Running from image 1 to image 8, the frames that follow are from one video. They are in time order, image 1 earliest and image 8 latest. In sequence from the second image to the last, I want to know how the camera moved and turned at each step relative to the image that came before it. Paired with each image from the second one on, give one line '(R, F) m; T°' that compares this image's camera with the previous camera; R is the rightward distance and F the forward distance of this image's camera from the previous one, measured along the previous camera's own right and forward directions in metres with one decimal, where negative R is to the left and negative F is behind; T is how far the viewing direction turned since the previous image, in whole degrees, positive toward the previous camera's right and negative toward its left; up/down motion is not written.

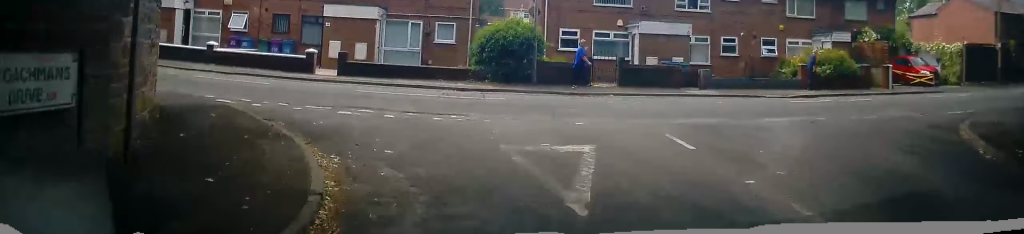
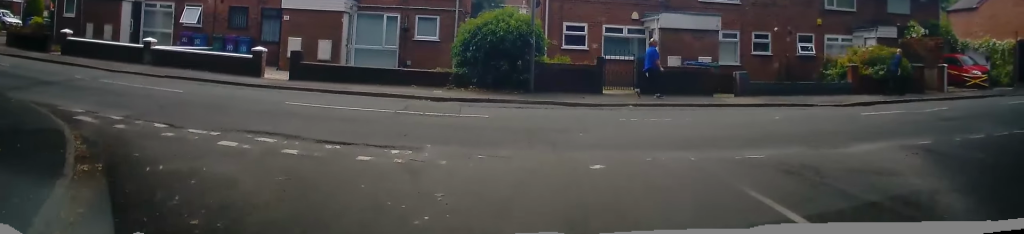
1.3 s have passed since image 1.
(+0.1, +4.8) m; +4°
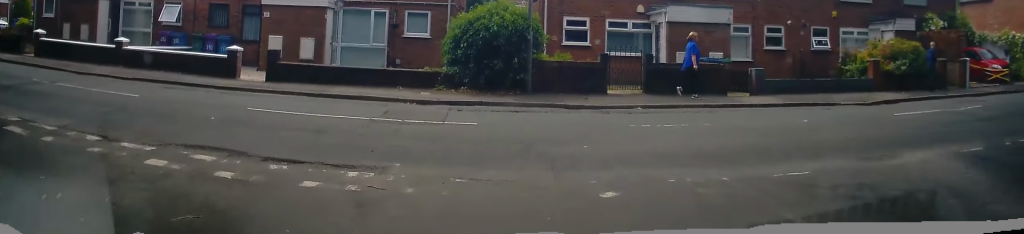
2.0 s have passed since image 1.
(+0.1, +1.6) m; -1°
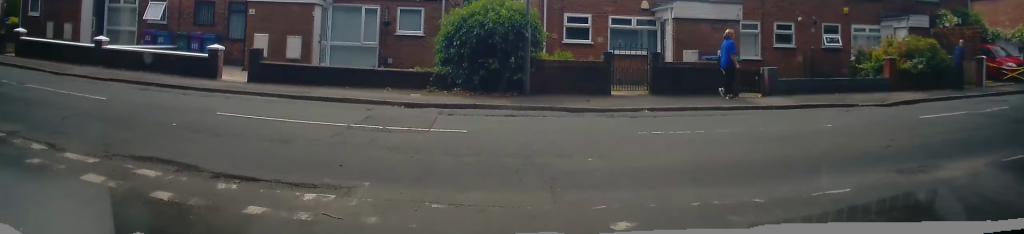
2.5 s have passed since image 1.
(0.0, +1.3) m; -1°
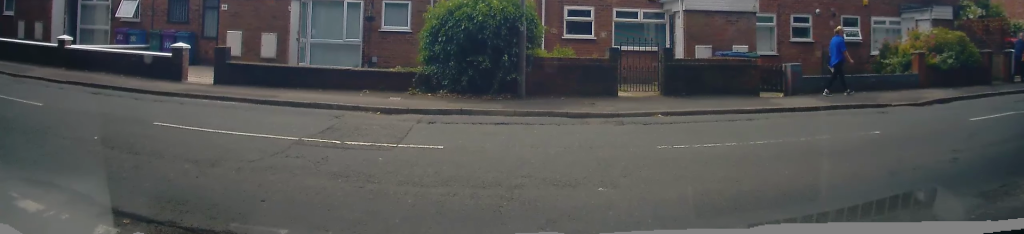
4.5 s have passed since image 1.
(-0.3, +2.0) m; 0°
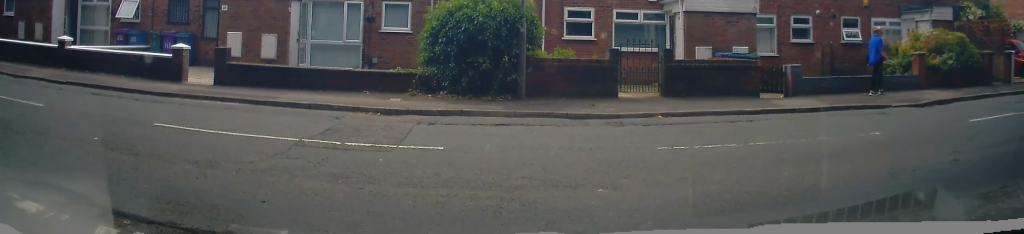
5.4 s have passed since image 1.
(0.0, 0.0) m; 0°
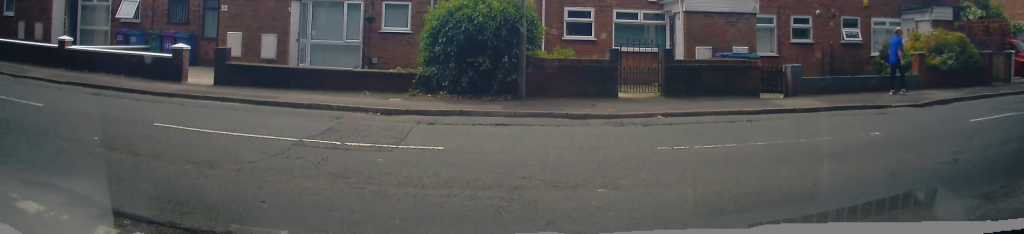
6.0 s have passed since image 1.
(0.0, 0.0) m; 0°
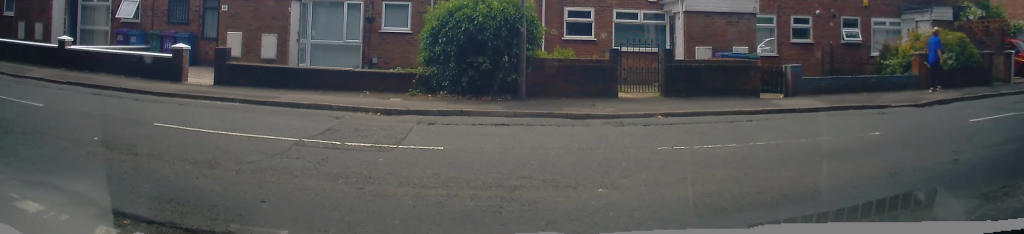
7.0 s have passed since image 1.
(0.0, 0.0) m; 0°
